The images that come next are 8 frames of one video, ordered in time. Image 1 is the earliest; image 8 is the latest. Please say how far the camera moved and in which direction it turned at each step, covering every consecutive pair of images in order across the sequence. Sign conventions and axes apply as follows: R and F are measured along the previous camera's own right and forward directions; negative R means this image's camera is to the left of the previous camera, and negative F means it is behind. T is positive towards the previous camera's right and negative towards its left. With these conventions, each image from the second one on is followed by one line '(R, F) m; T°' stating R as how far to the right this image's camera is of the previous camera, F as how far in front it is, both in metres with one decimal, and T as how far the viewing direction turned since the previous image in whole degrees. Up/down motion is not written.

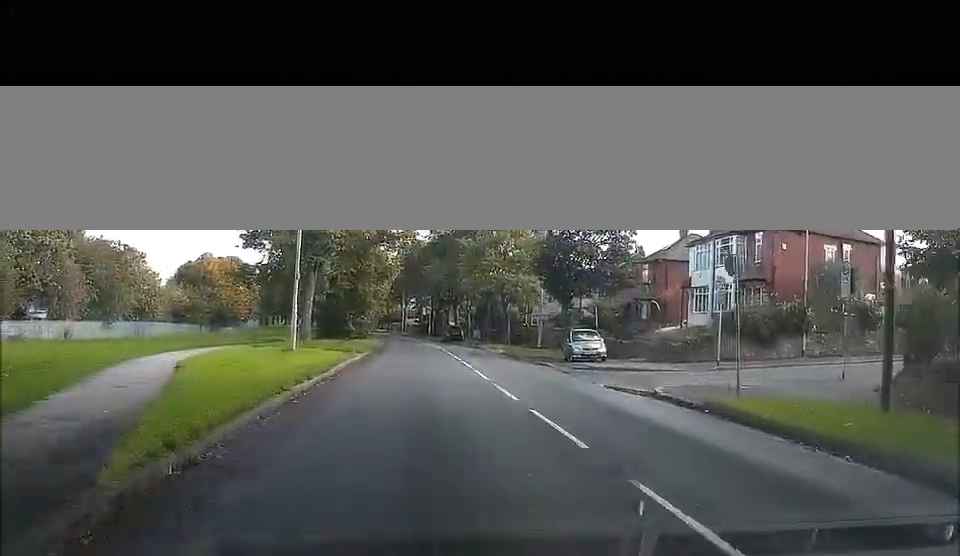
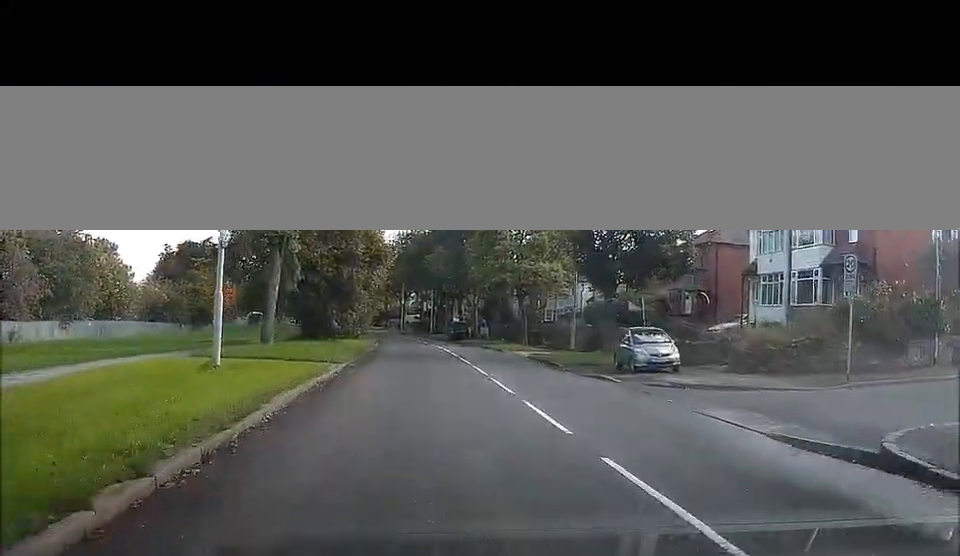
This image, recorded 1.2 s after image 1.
(0.0, +9.6) m; +1°
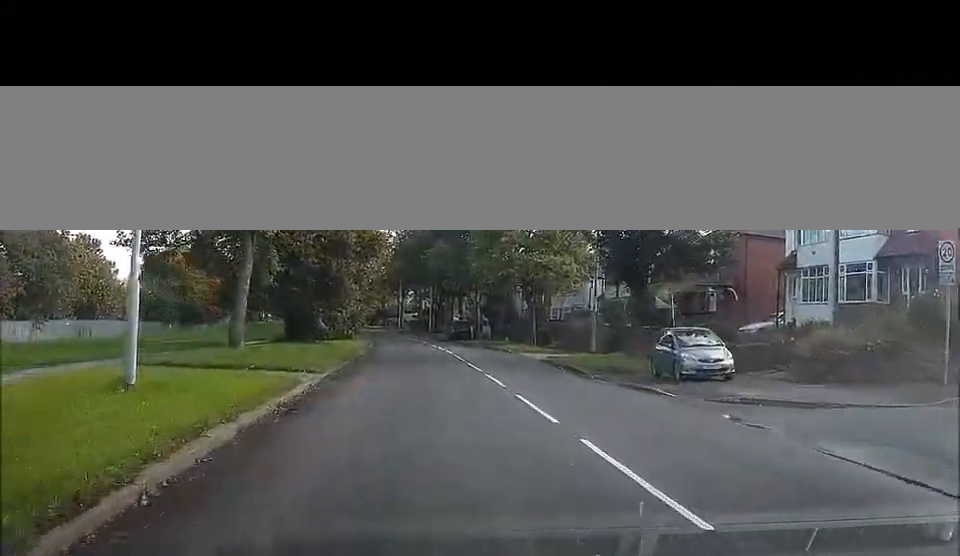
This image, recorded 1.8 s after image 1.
(+0.1, +5.8) m; -1°
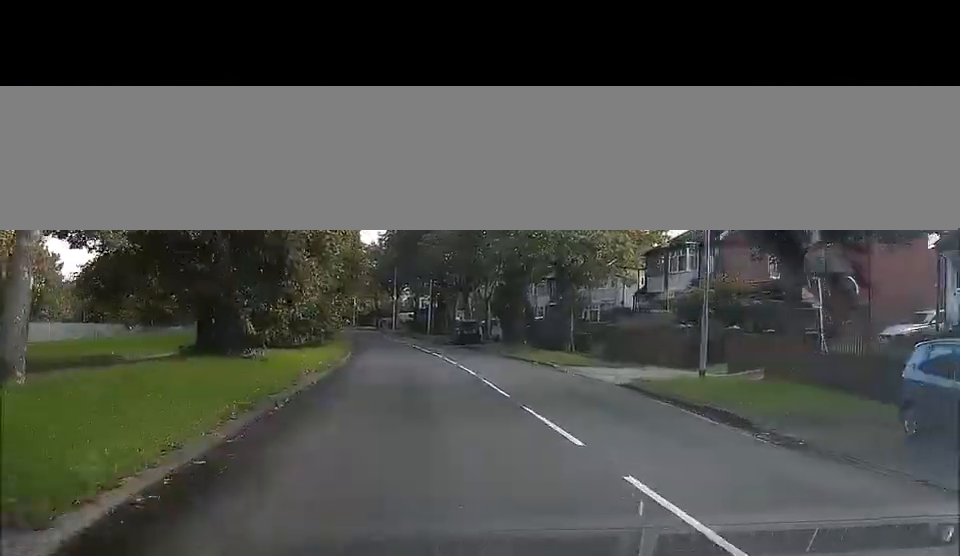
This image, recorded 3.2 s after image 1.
(-0.3, +15.2) m; -1°
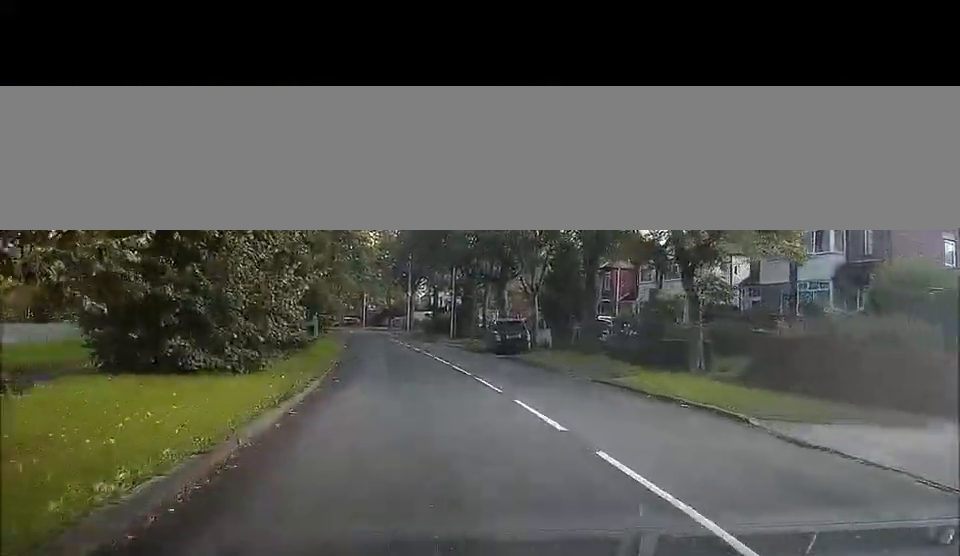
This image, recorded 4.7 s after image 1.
(+0.1, +16.6) m; -1°
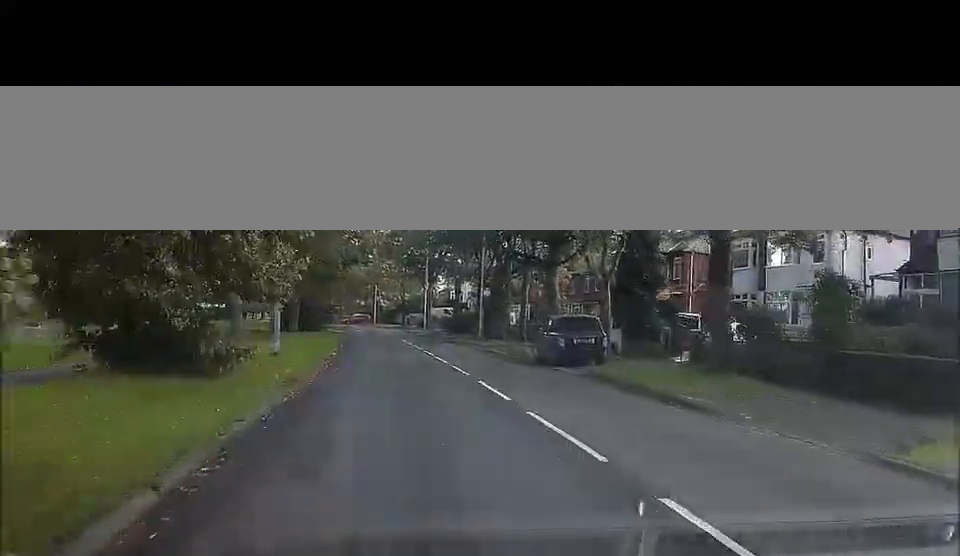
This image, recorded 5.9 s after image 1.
(-0.4, +13.9) m; -3°
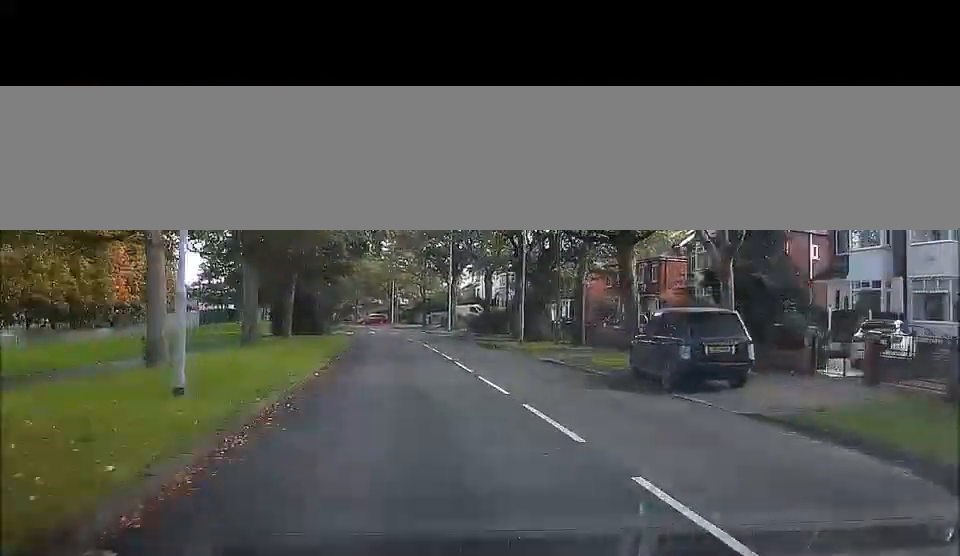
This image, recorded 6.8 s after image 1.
(-0.2, +11.0) m; -2°
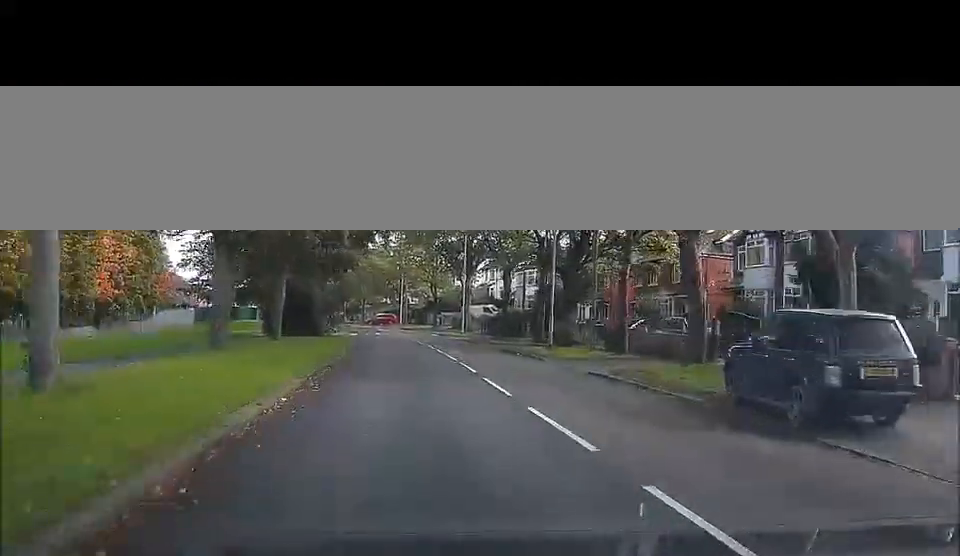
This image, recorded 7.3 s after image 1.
(0.0, +5.9) m; -1°
